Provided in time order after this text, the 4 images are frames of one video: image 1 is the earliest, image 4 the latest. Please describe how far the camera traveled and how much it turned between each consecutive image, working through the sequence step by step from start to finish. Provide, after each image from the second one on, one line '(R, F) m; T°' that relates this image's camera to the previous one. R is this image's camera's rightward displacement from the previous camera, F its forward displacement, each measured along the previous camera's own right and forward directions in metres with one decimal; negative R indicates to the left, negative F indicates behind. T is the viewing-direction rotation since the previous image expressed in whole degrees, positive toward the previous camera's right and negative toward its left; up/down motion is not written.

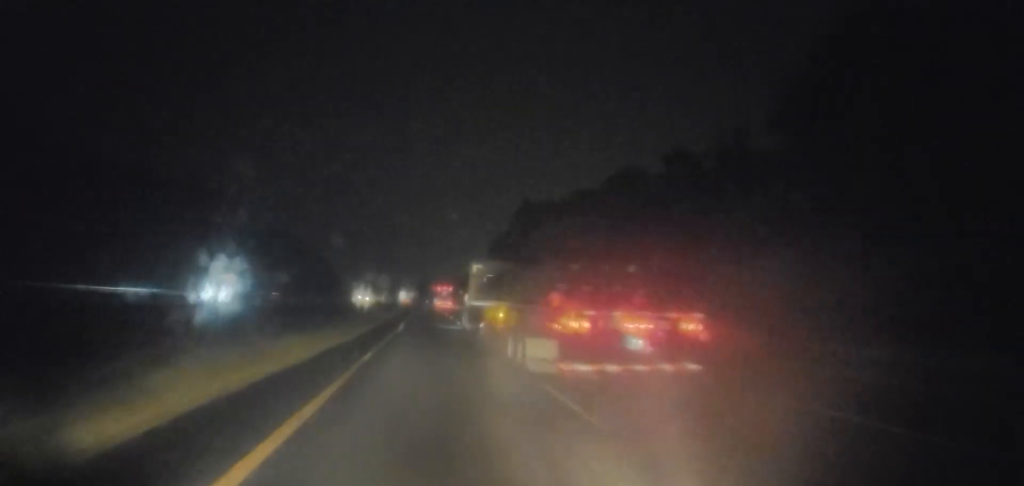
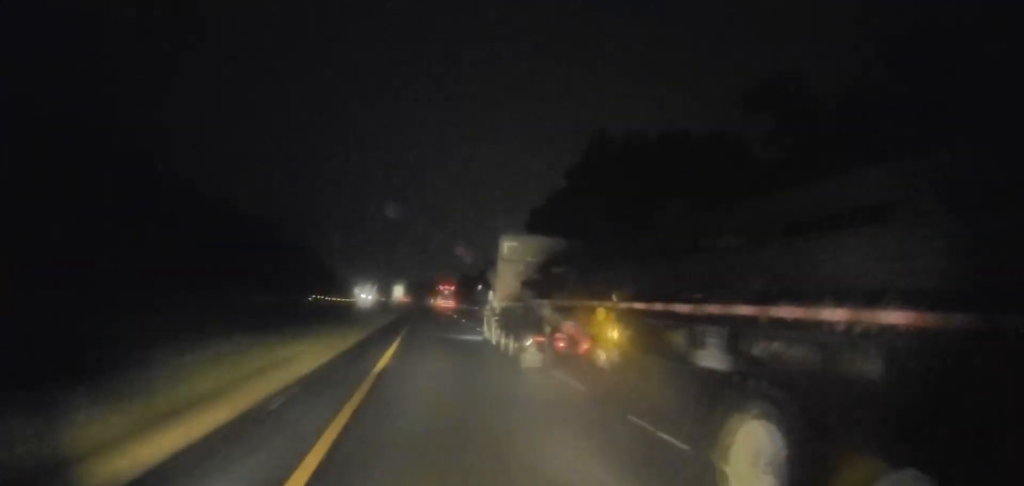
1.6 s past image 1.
(-0.5, +45.9) m; -2°
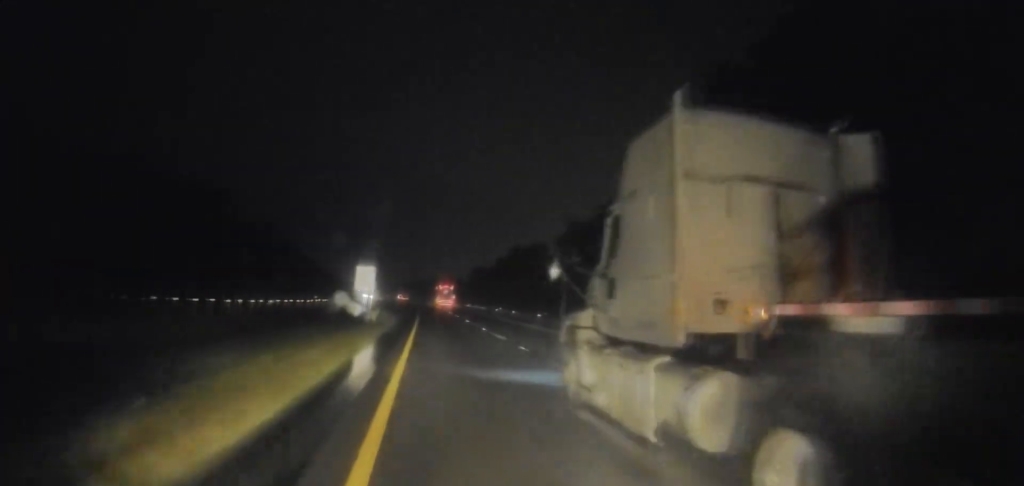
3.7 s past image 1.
(-0.2, +60.5) m; -1°
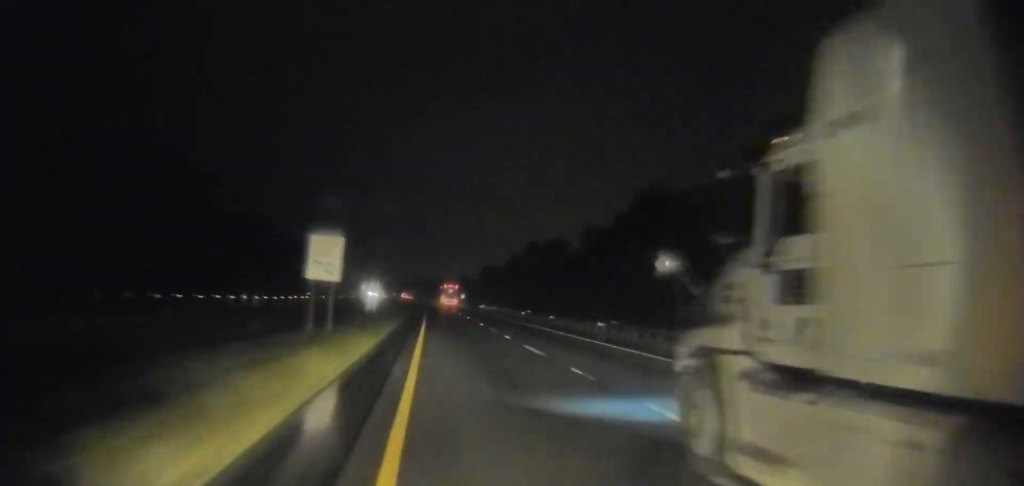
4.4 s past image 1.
(-0.1, +18.2) m; 0°
